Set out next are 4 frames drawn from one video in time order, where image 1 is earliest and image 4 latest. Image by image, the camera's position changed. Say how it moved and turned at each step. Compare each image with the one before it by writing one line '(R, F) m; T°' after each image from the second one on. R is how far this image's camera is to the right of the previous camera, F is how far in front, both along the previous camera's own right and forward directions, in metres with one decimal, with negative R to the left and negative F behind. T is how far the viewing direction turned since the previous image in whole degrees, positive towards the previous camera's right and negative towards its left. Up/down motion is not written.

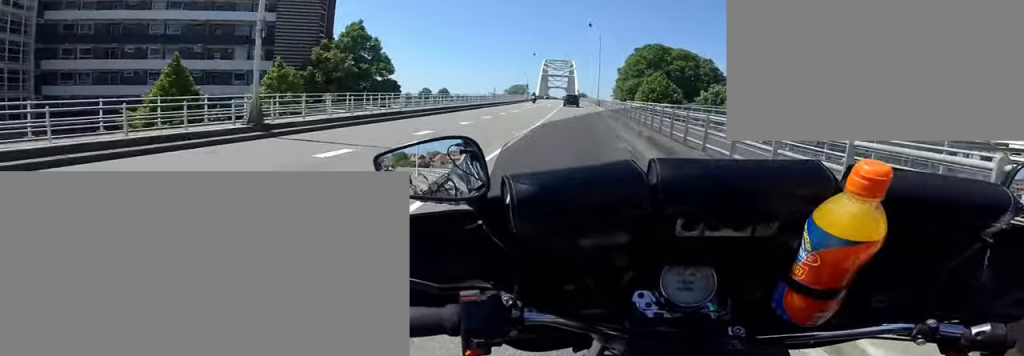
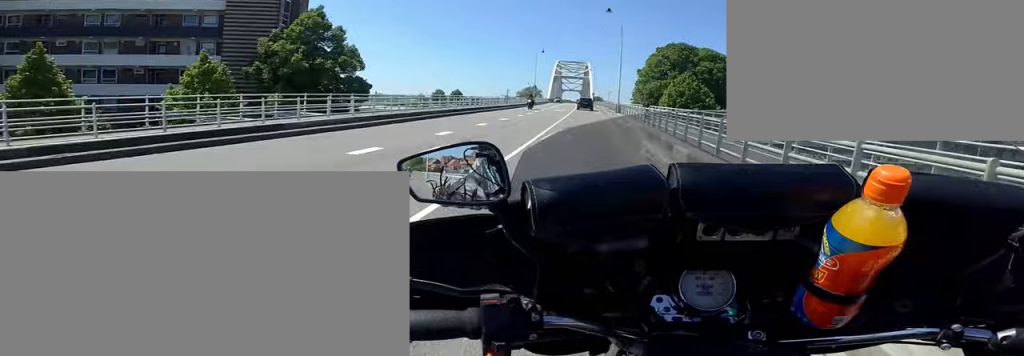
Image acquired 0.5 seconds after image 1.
(-0.2, +7.8) m; -1°
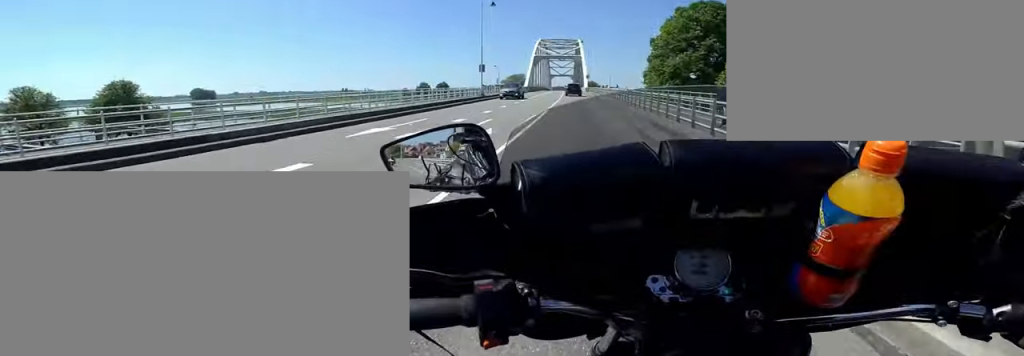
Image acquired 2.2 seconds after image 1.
(+0.4, +27.6) m; +4°
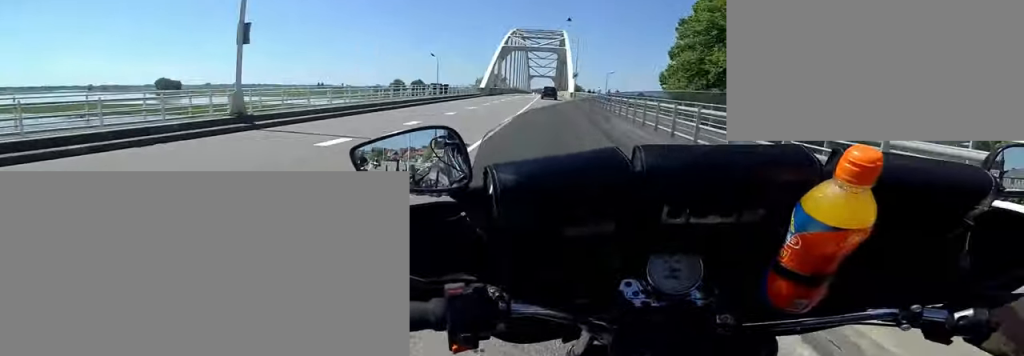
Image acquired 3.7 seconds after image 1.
(-0.7, +22.6) m; -2°
